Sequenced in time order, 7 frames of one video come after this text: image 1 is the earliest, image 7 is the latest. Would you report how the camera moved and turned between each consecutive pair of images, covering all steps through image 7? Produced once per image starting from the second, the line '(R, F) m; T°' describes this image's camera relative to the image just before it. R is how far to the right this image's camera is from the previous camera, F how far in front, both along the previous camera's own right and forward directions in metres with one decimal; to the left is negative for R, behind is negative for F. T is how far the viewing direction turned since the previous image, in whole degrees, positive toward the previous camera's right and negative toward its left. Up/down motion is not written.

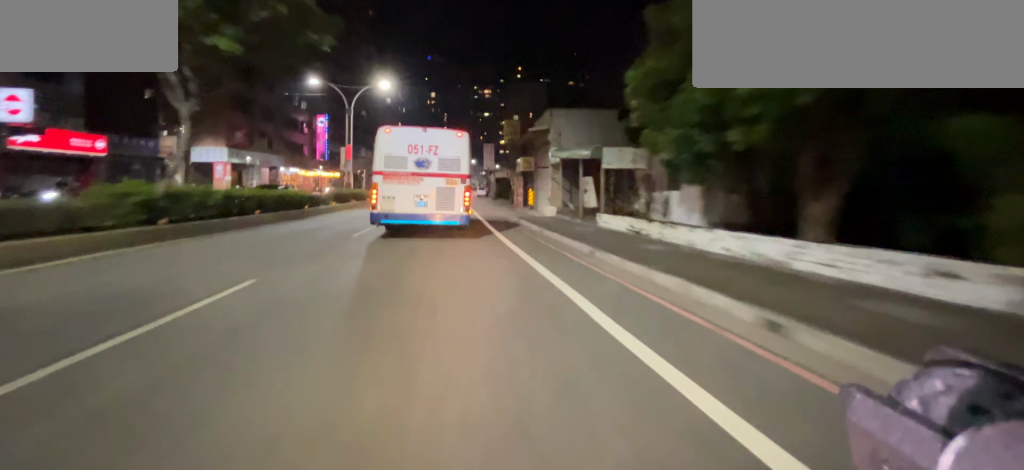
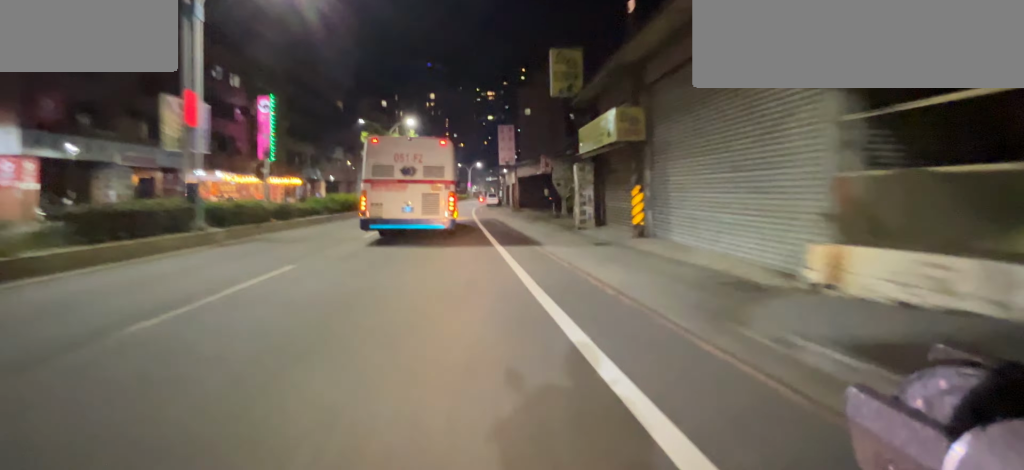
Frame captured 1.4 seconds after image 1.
(0.0, +15.3) m; 0°
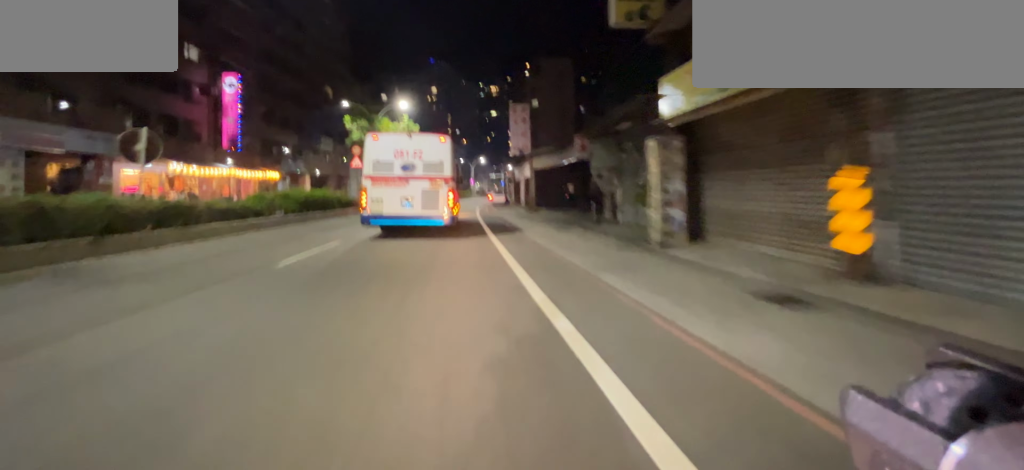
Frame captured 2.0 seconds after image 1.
(0.0, +5.9) m; +1°
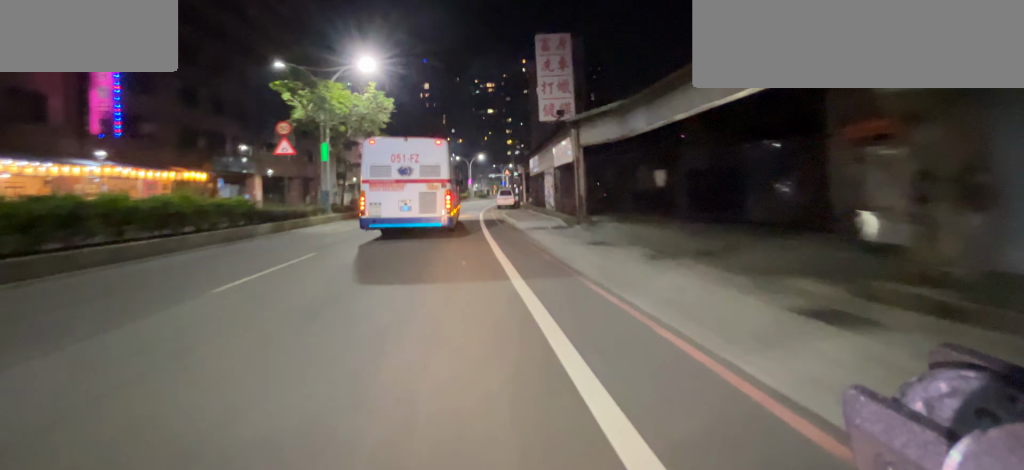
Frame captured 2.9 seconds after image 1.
(+0.2, +11.0) m; +1°
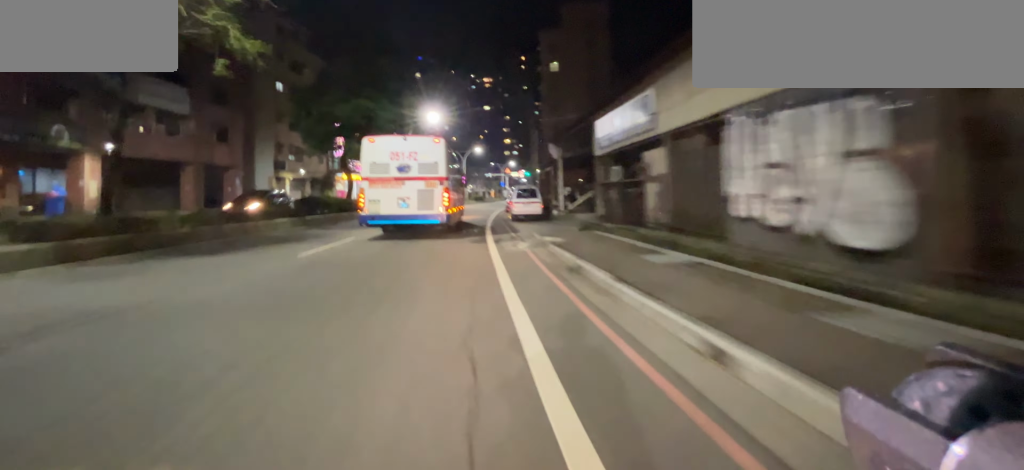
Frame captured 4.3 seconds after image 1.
(-0.1, +16.7) m; 0°
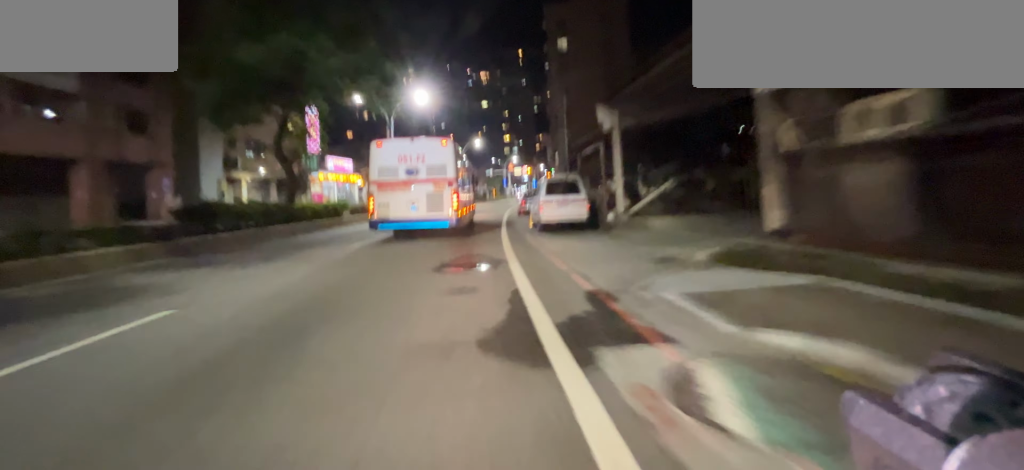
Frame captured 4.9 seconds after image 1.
(0.0, +8.3) m; 0°
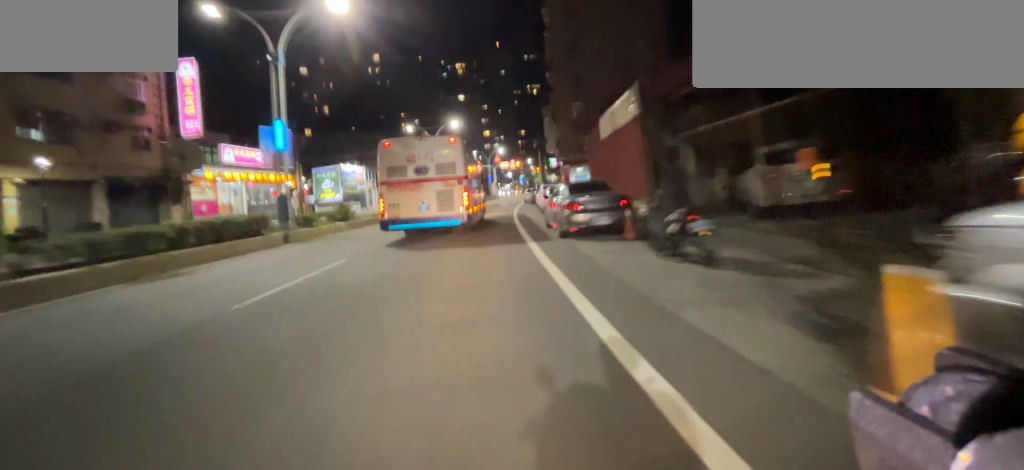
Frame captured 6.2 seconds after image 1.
(+0.2, +15.8) m; +3°
